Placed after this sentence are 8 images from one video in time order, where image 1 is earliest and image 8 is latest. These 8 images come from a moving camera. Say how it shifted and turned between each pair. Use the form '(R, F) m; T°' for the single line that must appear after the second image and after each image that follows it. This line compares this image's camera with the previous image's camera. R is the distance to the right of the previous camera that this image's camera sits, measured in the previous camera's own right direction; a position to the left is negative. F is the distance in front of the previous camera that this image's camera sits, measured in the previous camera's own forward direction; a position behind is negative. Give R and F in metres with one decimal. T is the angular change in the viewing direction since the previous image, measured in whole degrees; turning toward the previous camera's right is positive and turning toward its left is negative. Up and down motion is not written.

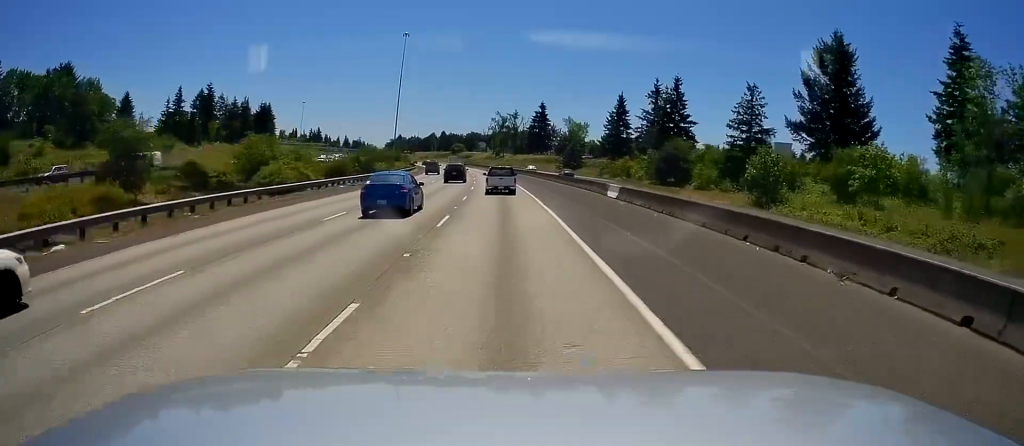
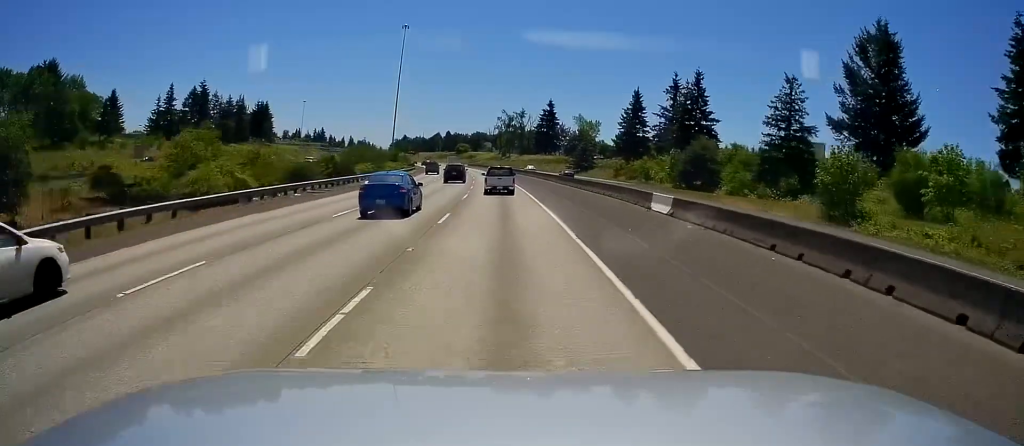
(-0.1, +11.2) m; -1°
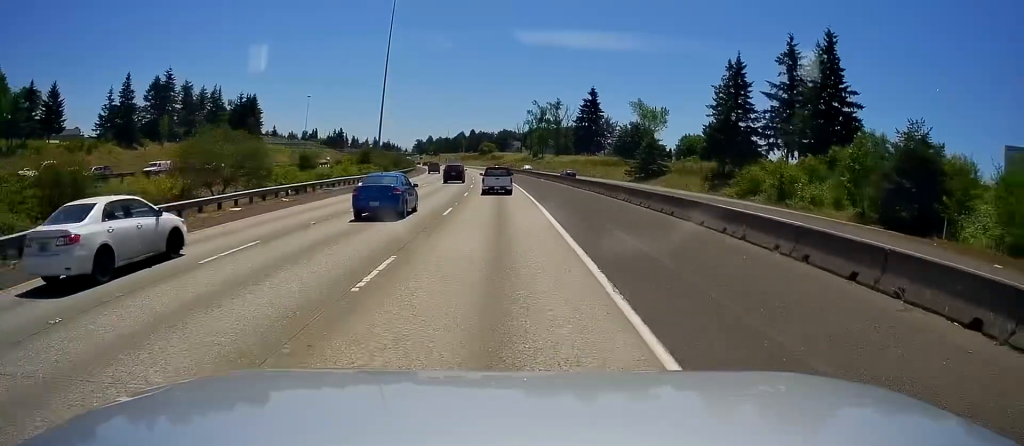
(-1.0, +45.8) m; -3°
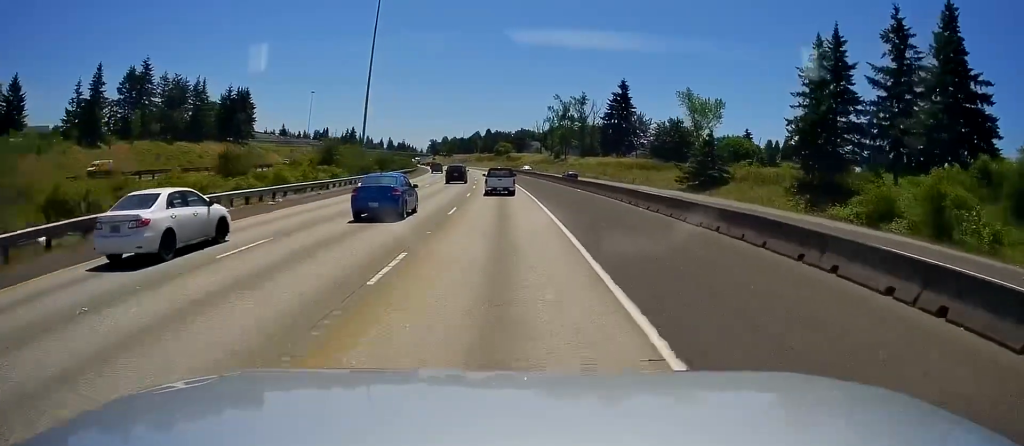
(-0.5, +23.8) m; -1°
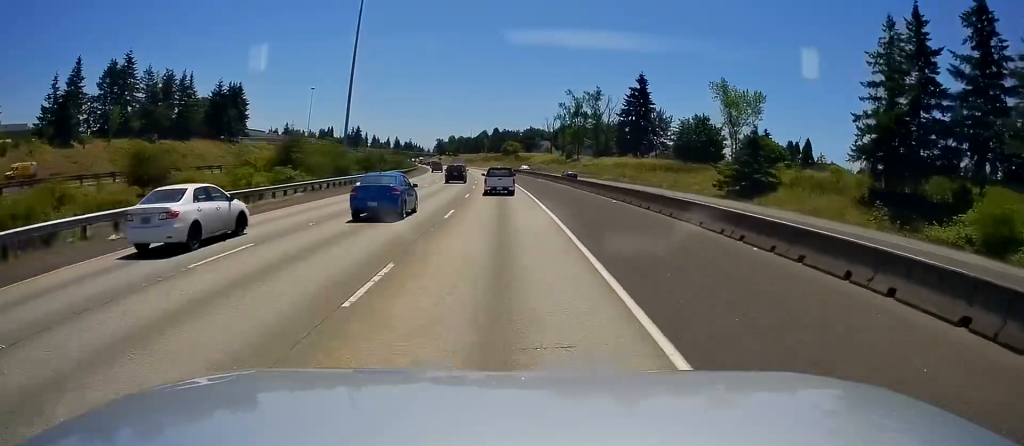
(-0.1, +13.6) m; -1°
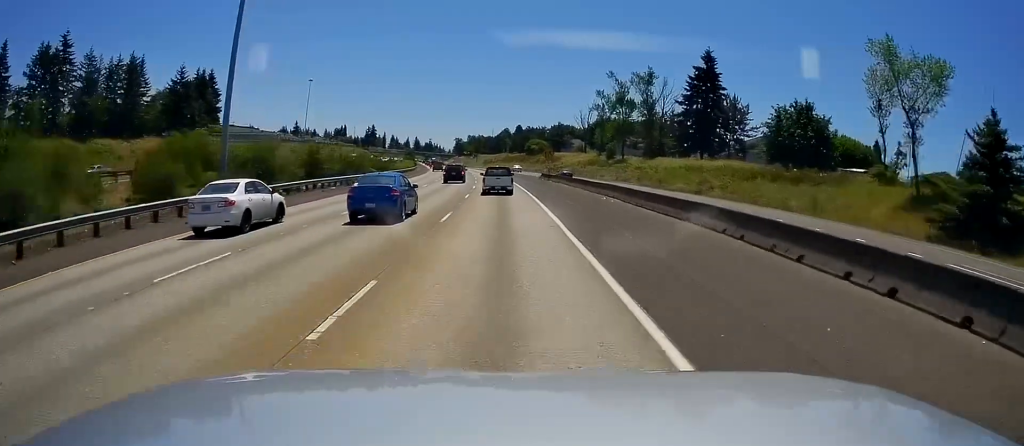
(-1.4, +37.9) m; -4°
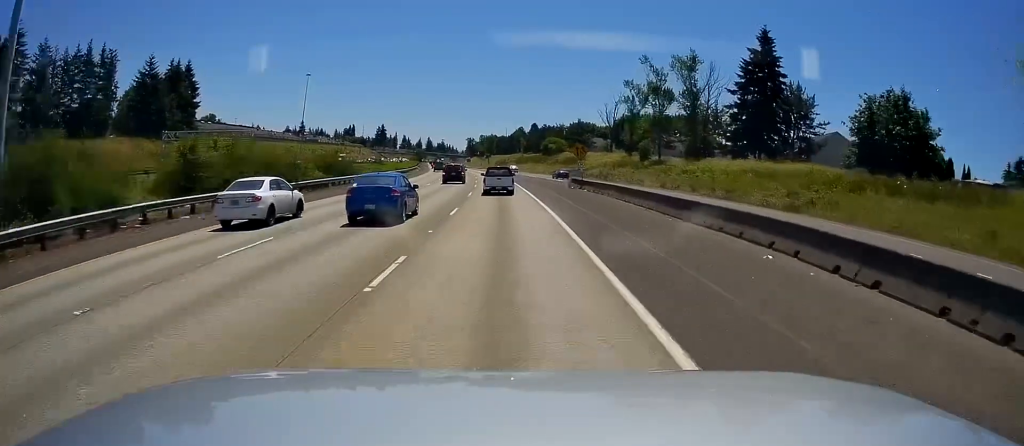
(-0.2, +22.1) m; 0°
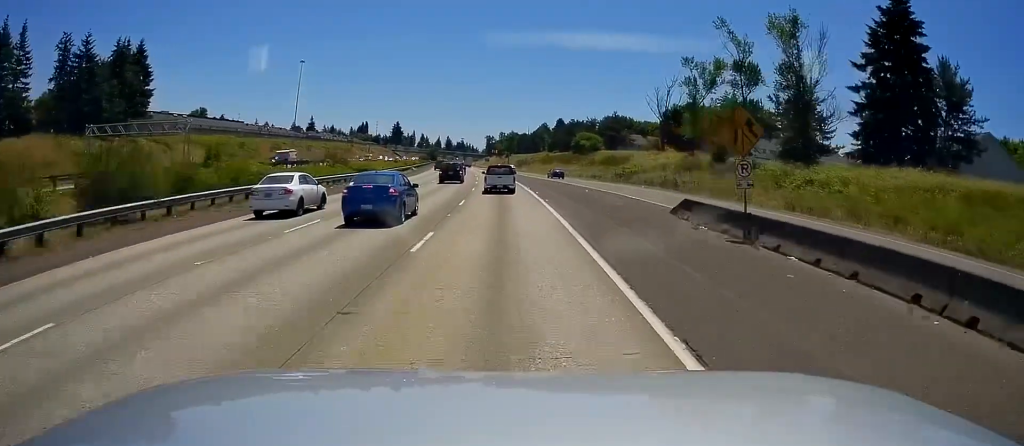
(0.0, +33.2) m; 0°
